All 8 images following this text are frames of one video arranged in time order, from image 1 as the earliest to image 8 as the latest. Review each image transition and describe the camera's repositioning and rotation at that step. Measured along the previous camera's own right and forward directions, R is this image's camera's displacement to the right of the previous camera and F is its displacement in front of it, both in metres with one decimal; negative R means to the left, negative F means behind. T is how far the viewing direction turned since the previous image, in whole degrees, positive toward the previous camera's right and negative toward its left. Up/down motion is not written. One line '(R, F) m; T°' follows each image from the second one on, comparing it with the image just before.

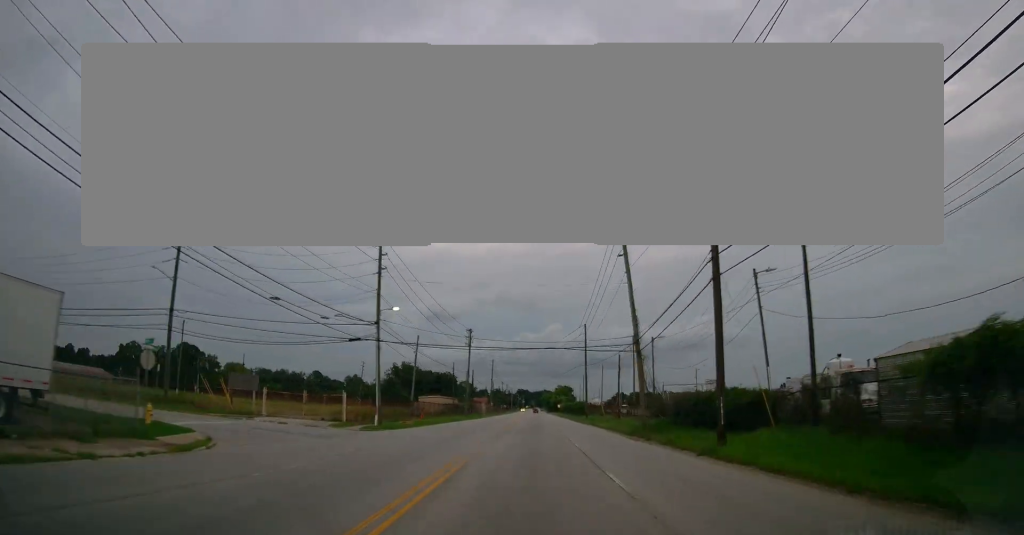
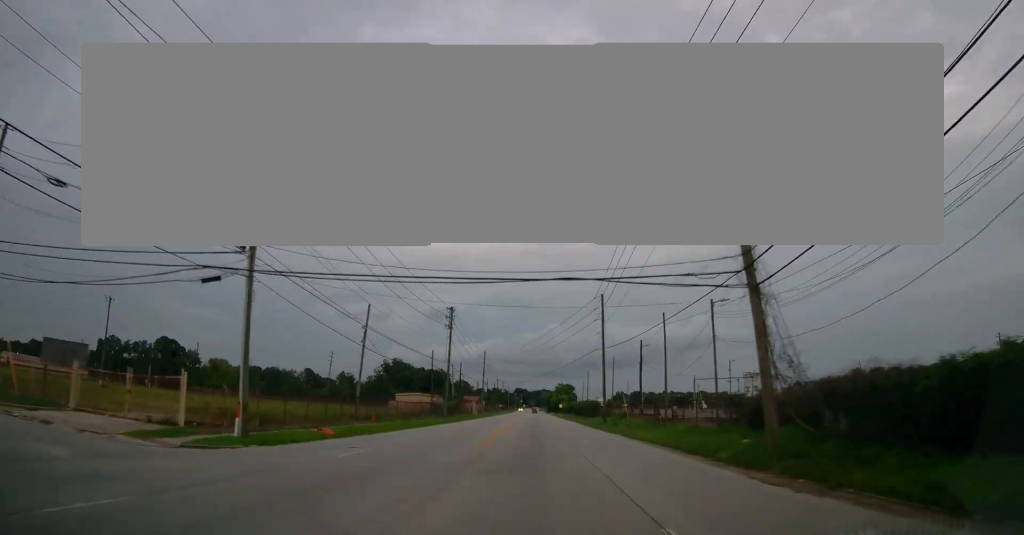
(0.0, +18.9) m; 0°
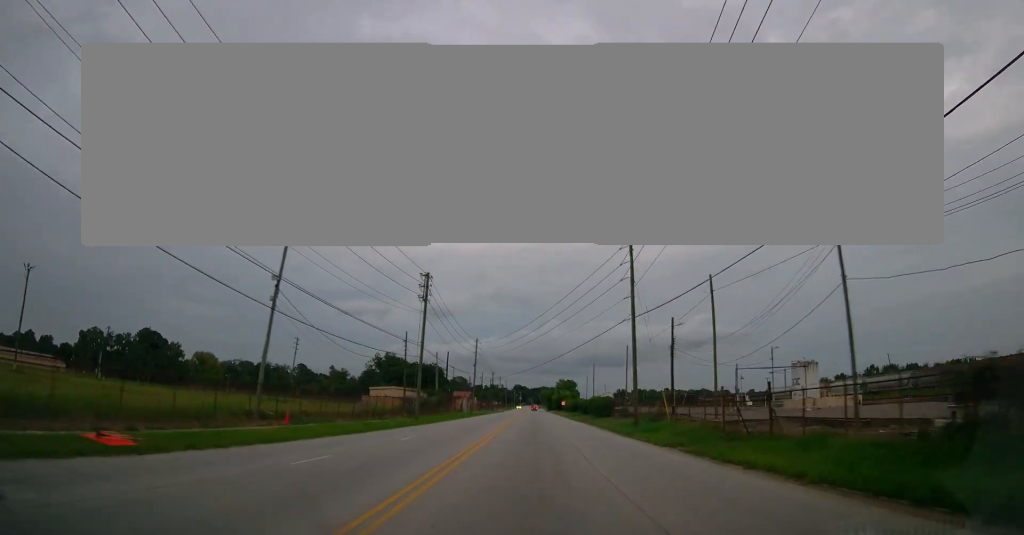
(0.0, +15.9) m; 0°
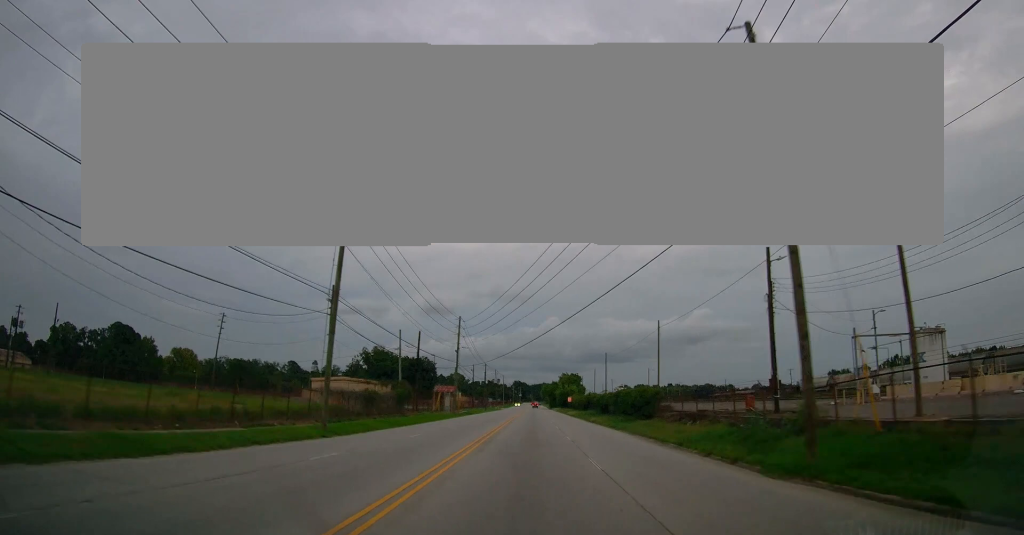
(0.0, +22.9) m; 0°
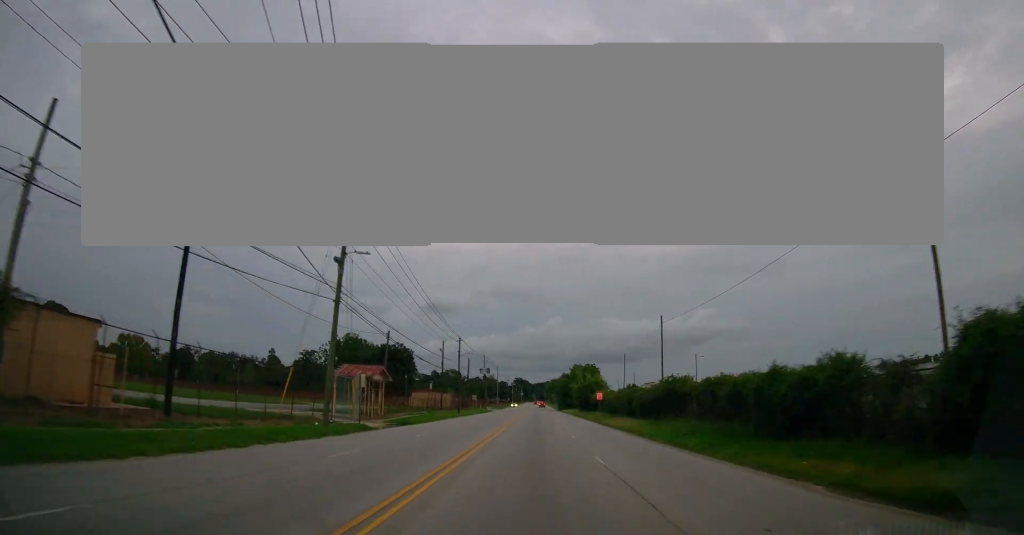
(+0.2, +47.8) m; 0°
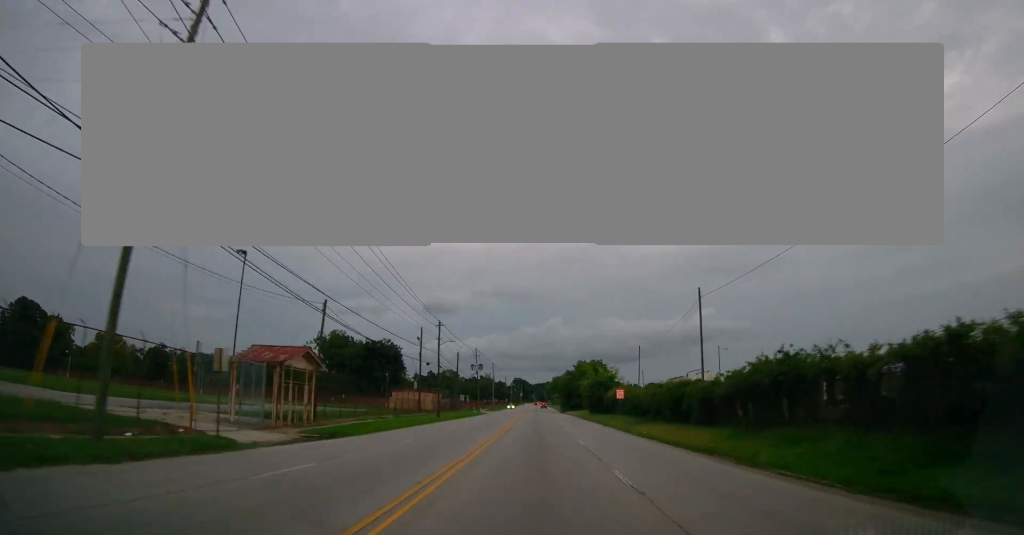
(-0.1, +16.0) m; 0°
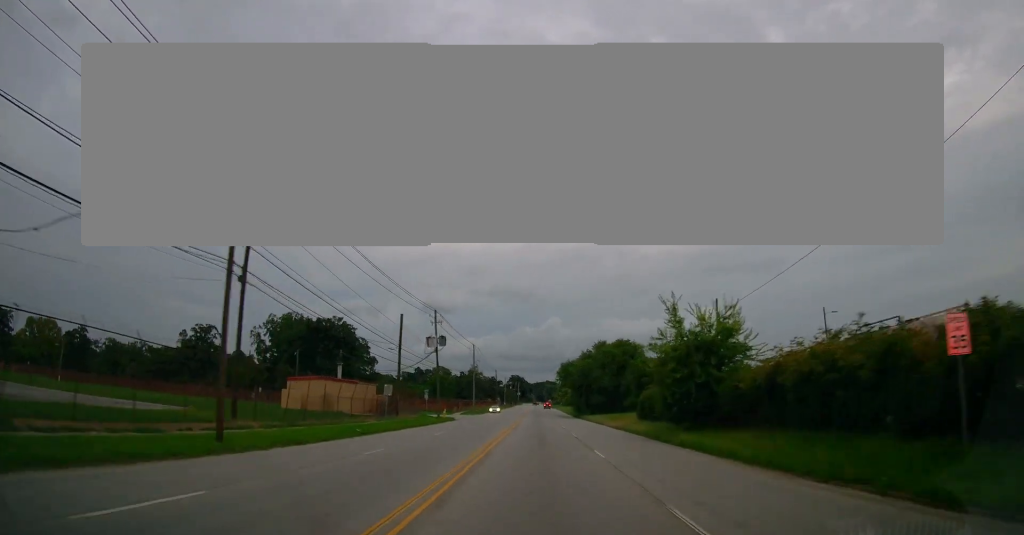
(+0.1, +42.2) m; 0°
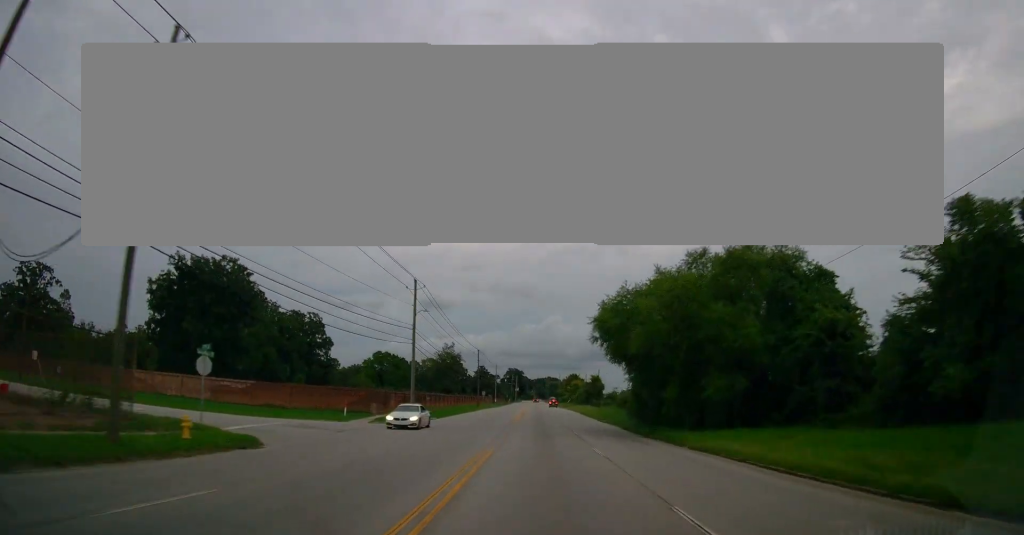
(-0.3, +48.7) m; 0°
